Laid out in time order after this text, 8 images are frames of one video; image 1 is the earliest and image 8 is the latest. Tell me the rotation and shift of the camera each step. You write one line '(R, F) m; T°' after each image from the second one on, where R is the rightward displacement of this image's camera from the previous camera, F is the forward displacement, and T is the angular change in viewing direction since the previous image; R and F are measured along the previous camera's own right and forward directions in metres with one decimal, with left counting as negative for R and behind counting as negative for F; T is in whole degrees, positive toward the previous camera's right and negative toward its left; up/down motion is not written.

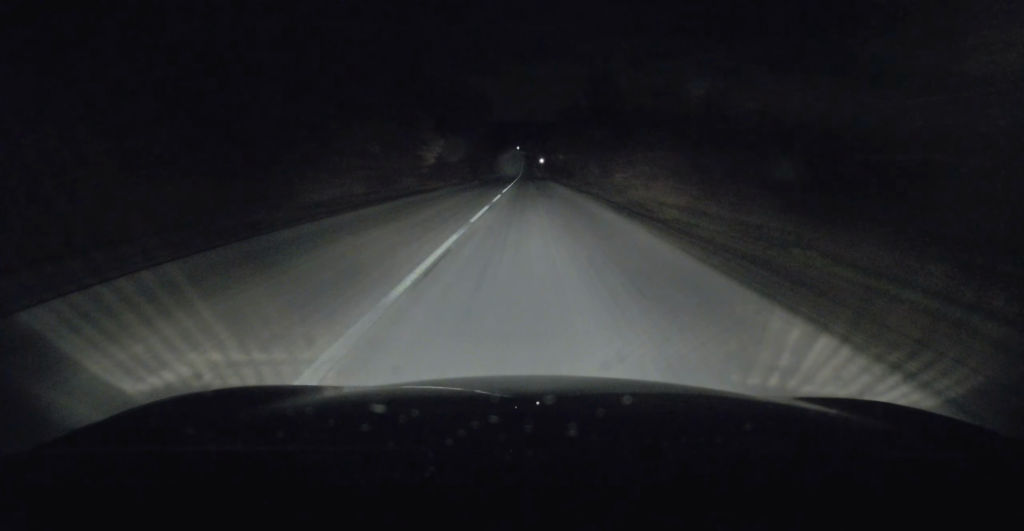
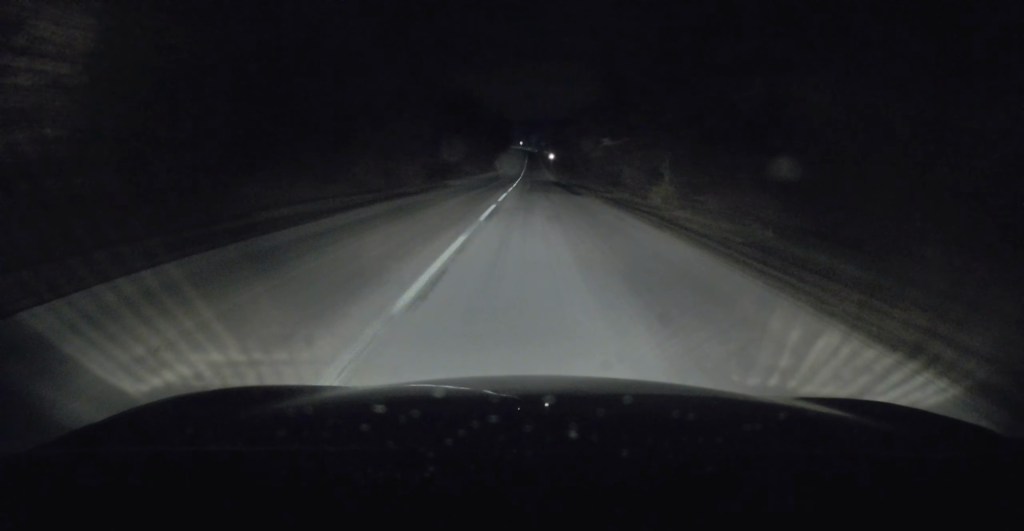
(+0.1, +45.6) m; 0°
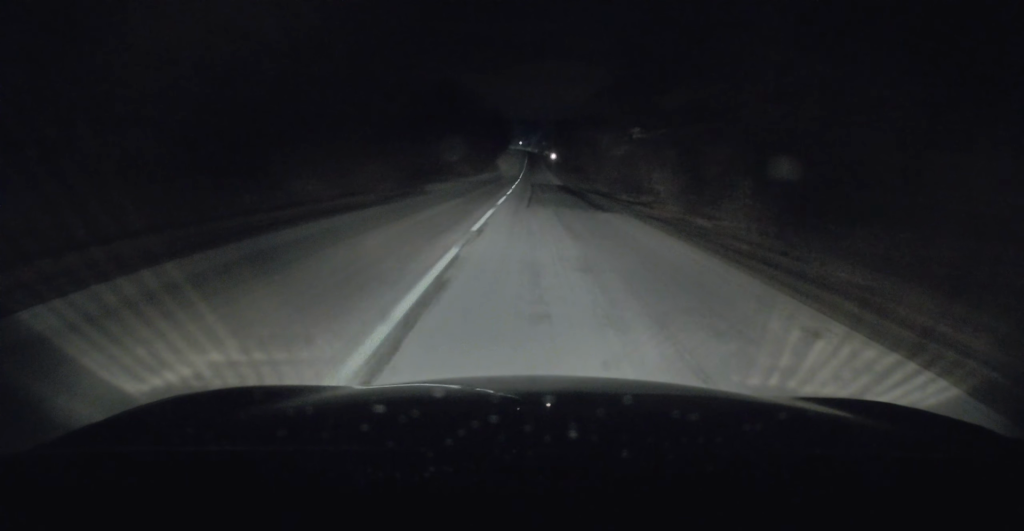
(-0.1, +11.0) m; 0°
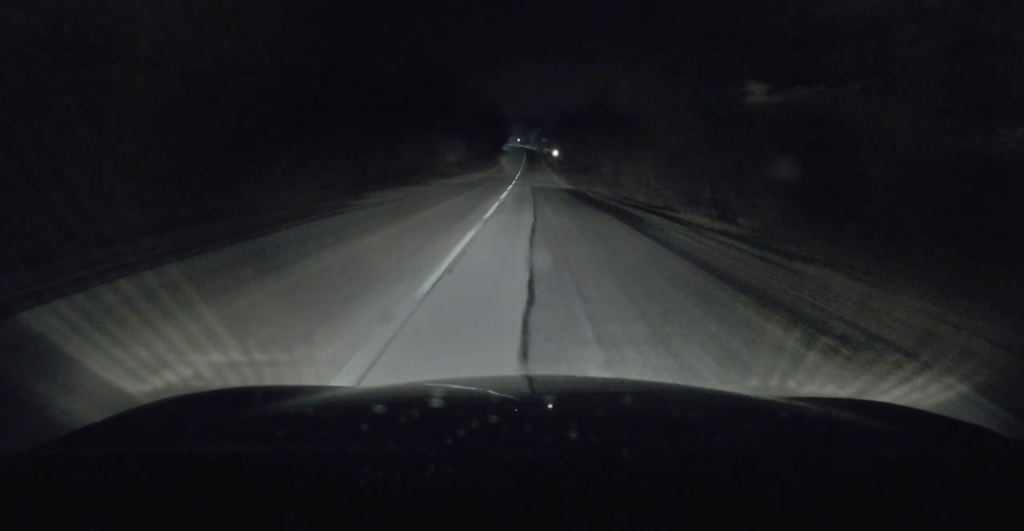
(0.0, +15.4) m; 0°
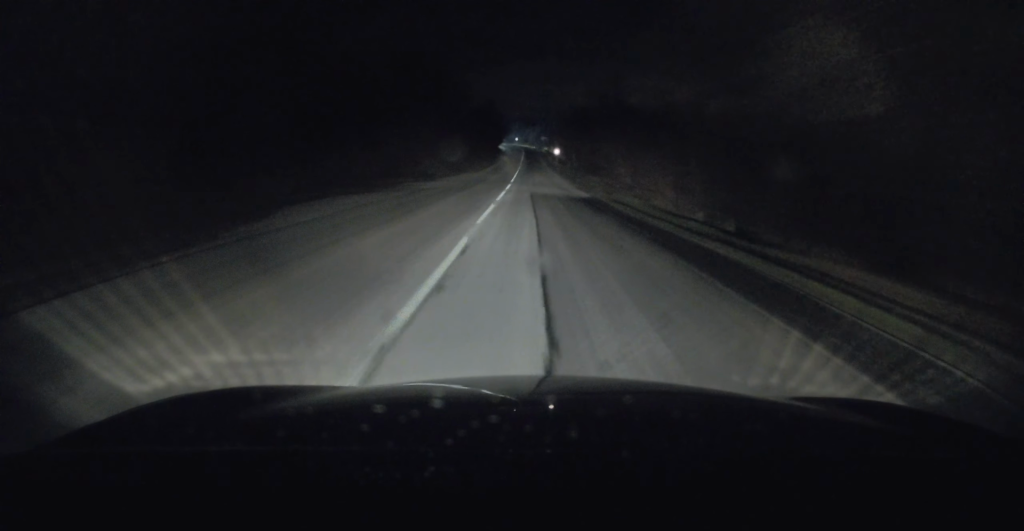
(0.0, +10.2) m; 0°
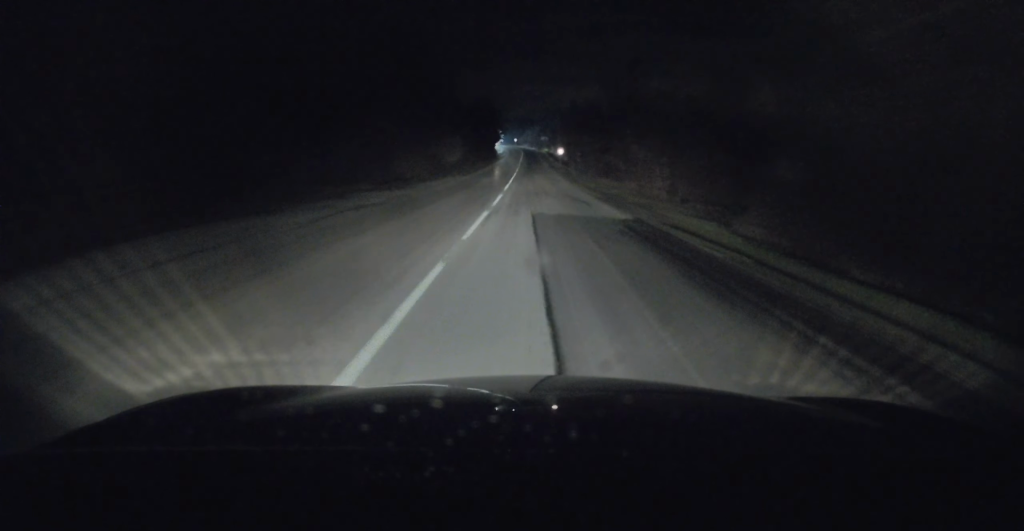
(+0.1, +11.6) m; 0°
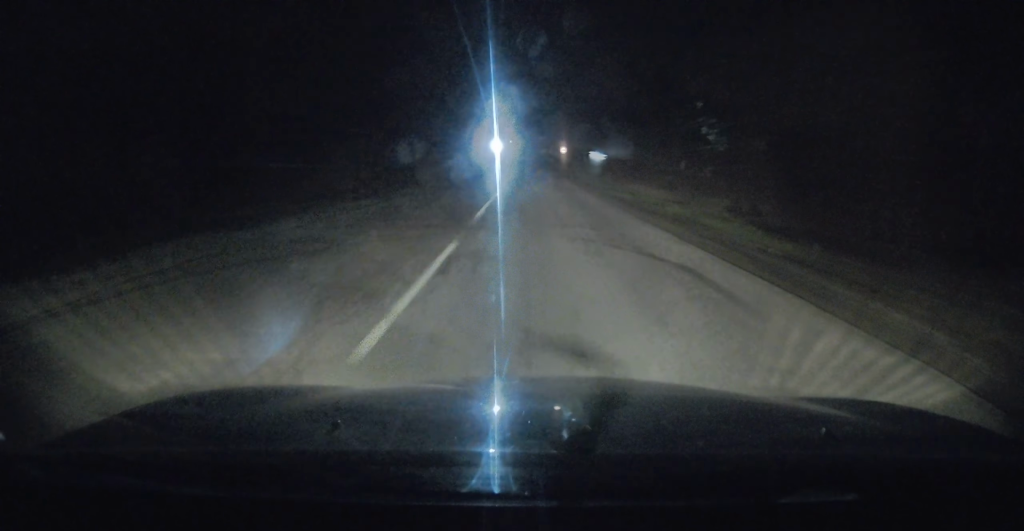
(+0.1, +15.1) m; 0°
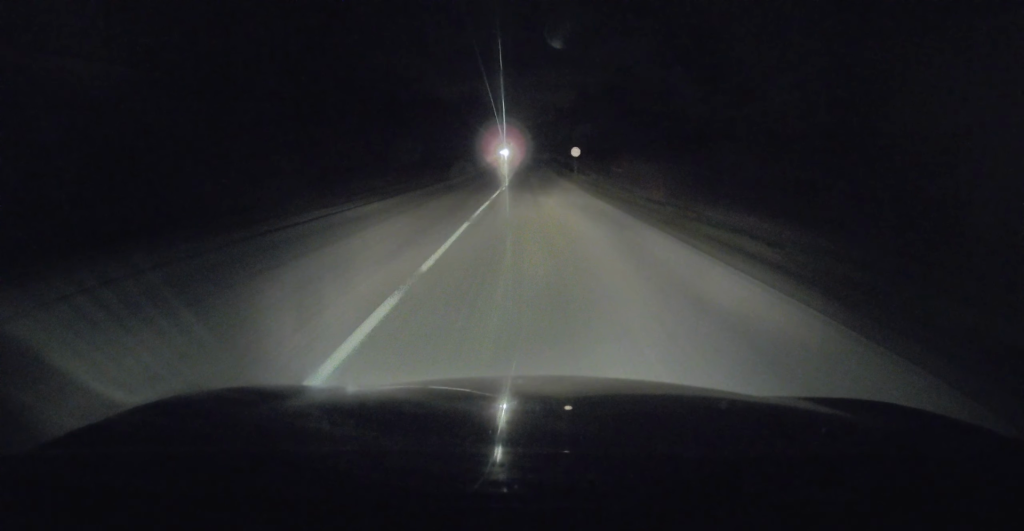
(-0.3, +15.0) m; 0°
